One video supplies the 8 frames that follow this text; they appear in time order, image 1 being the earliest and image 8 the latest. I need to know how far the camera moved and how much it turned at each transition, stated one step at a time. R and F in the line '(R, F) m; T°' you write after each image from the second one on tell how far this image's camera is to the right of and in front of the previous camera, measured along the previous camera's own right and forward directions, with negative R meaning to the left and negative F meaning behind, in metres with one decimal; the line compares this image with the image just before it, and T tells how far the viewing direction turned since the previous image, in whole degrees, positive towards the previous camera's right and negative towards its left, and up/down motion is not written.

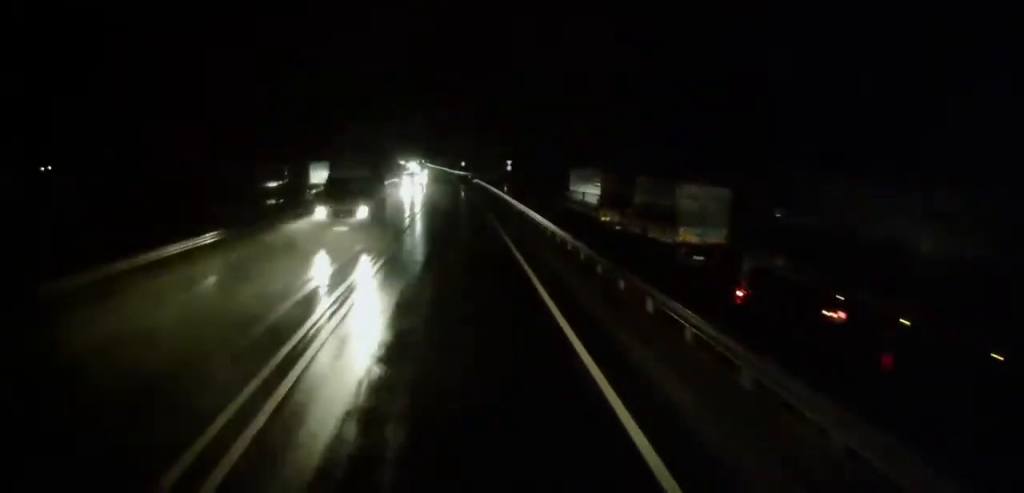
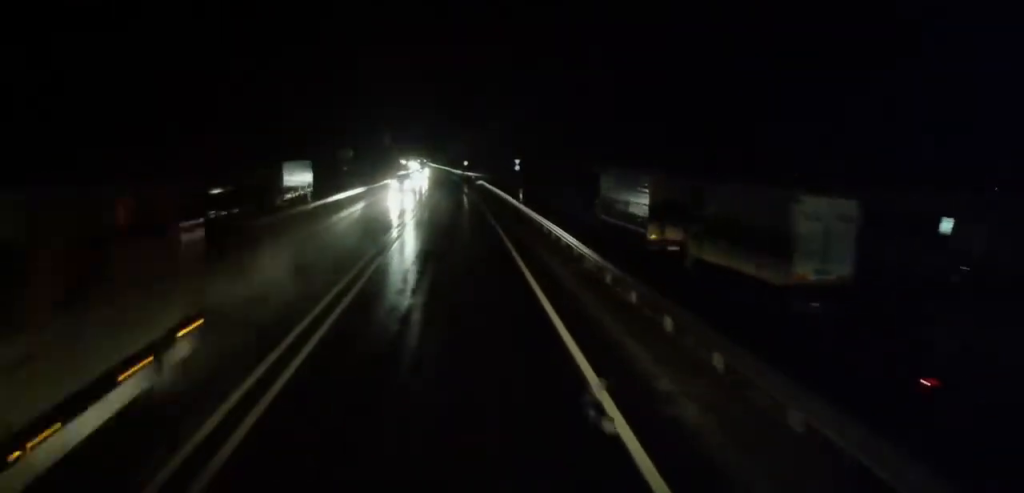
(0.0, +9.4) m; 0°
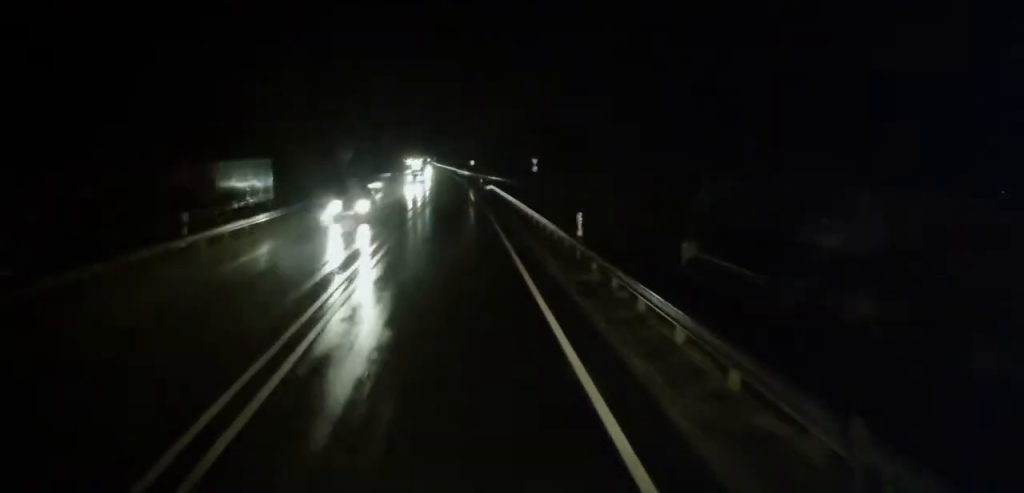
(0.0, +14.6) m; 0°
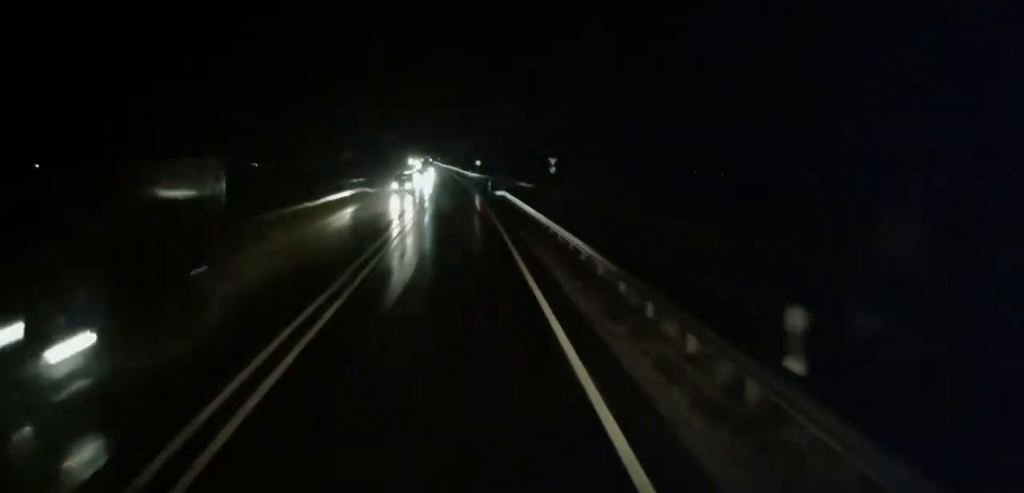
(0.0, +10.4) m; 0°
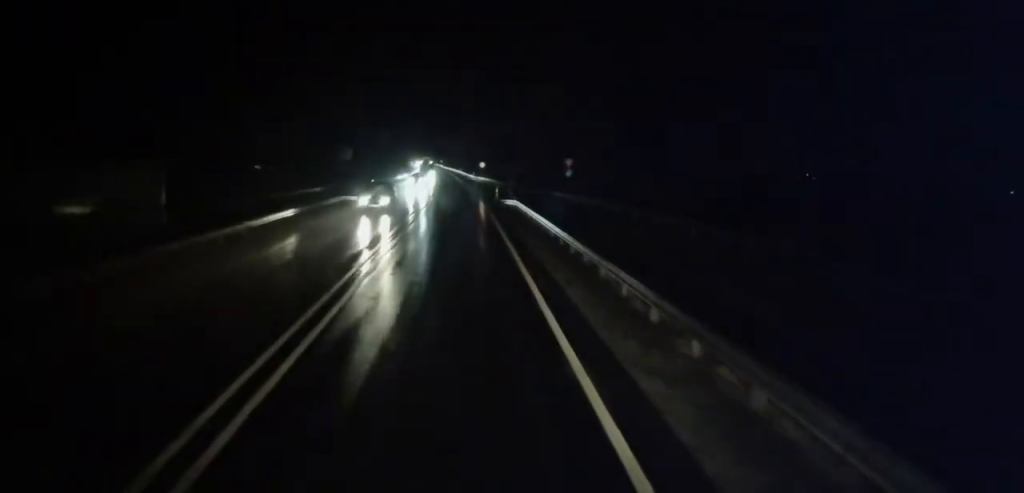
(-0.1, +8.1) m; 0°
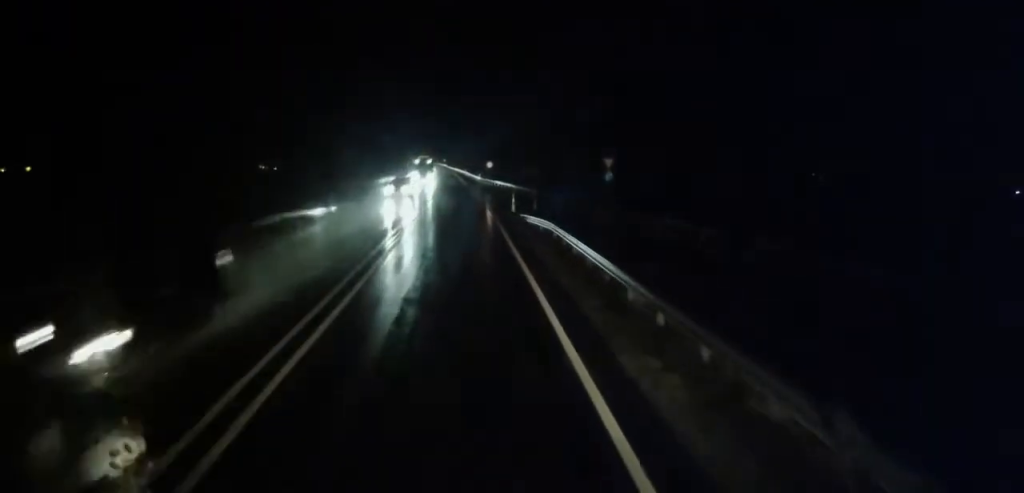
(0.0, +12.2) m; 0°
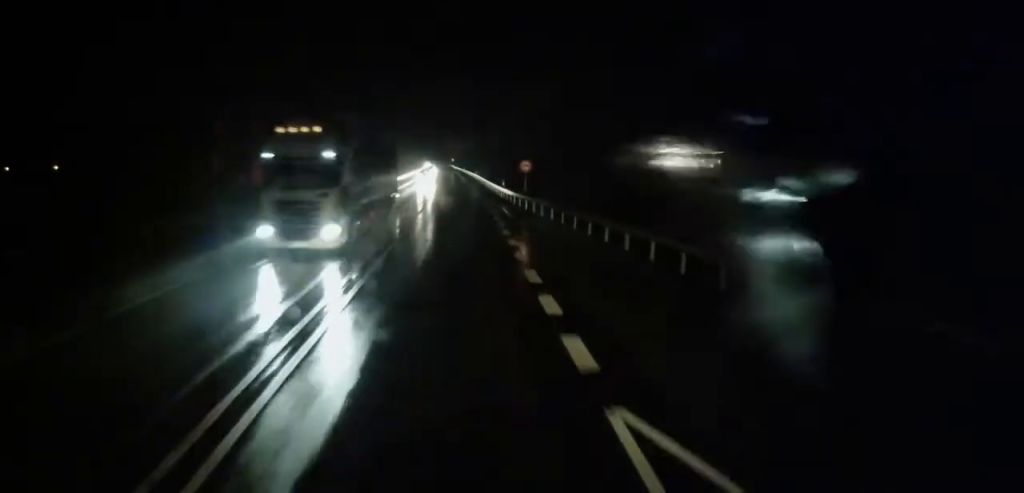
(0.0, +36.1) m; -2°
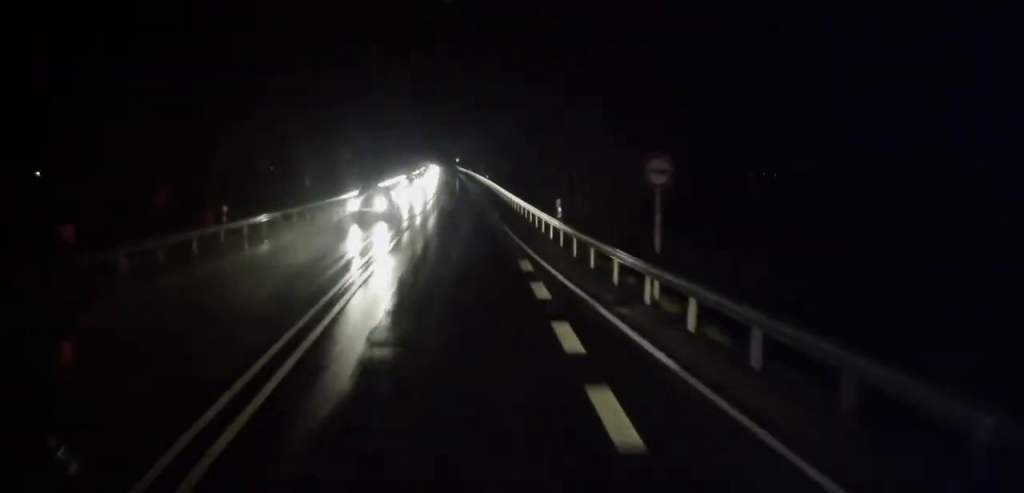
(-0.6, +26.2) m; 0°
